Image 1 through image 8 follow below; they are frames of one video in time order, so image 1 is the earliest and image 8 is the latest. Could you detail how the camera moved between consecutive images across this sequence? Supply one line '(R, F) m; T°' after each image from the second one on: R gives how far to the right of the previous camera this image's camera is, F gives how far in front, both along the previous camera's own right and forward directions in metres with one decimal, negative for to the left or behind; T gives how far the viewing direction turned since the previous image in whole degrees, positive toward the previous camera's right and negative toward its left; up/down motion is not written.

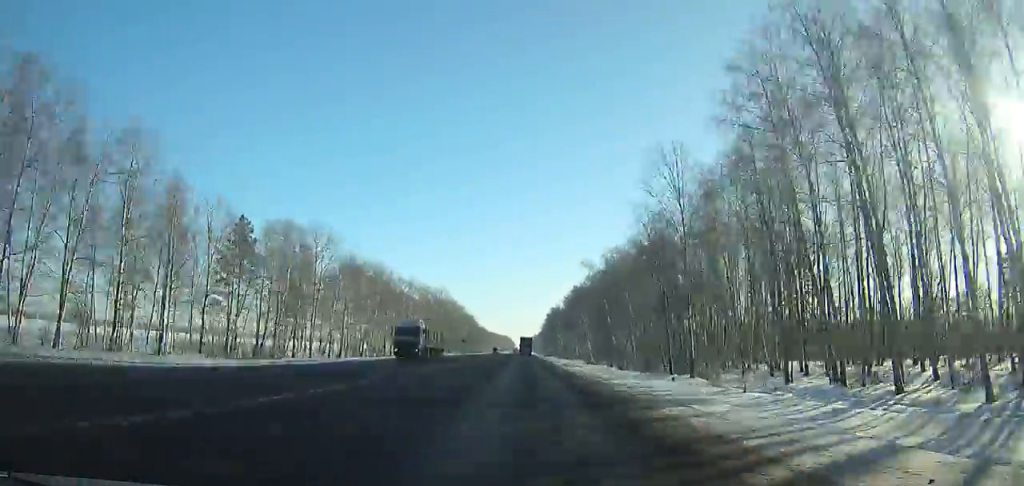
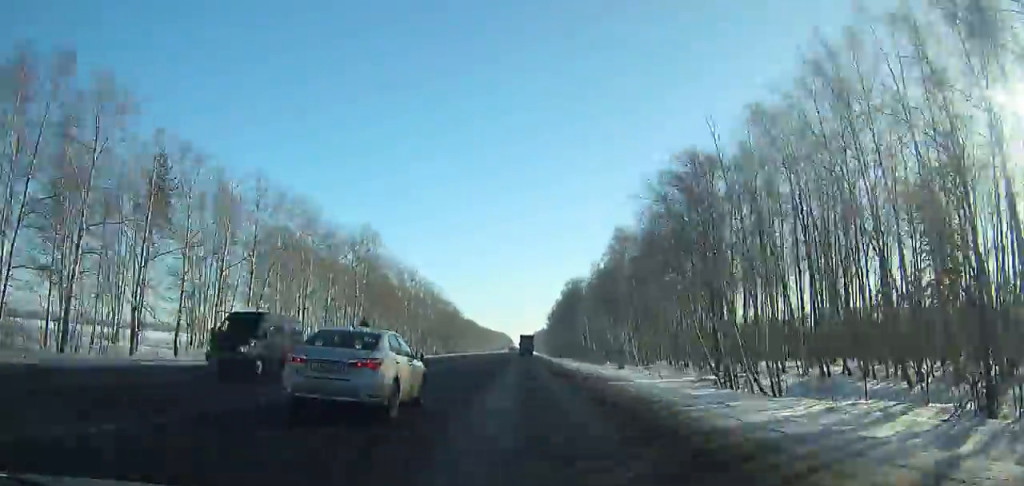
(+0.7, +91.4) m; 0°
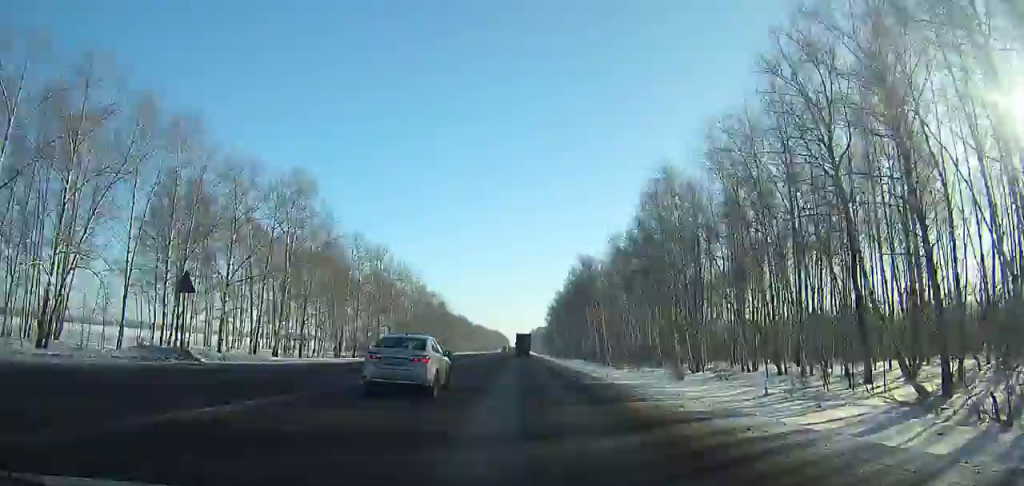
(-0.1, +30.6) m; 0°
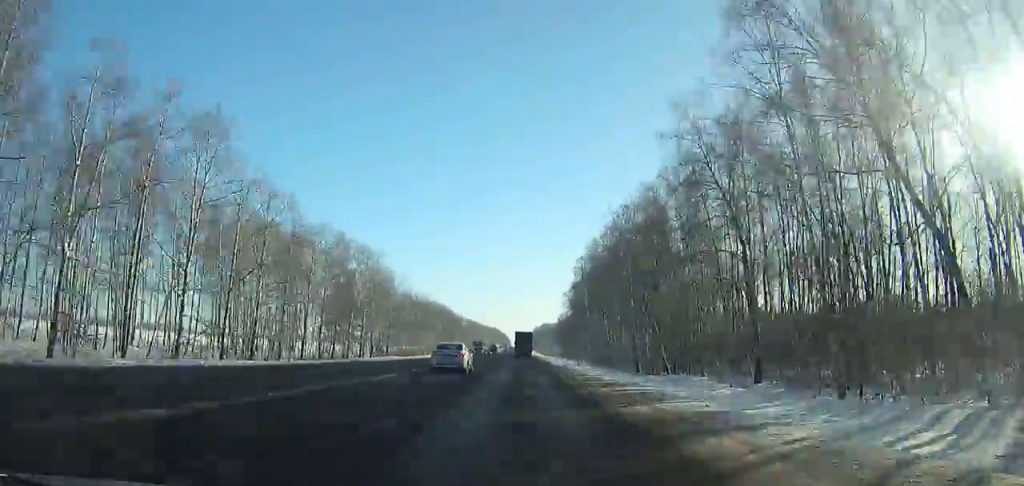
(-0.4, +96.9) m; 0°
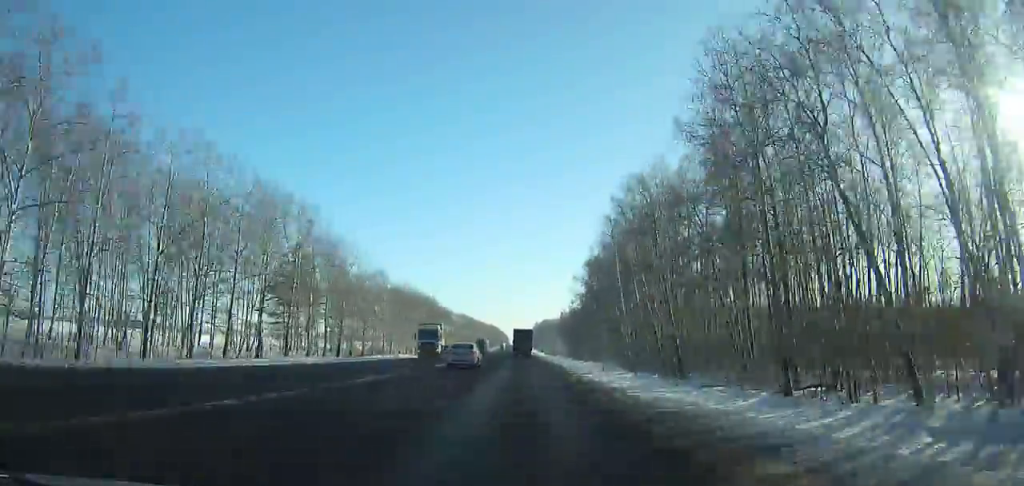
(0.0, +35.7) m; 0°
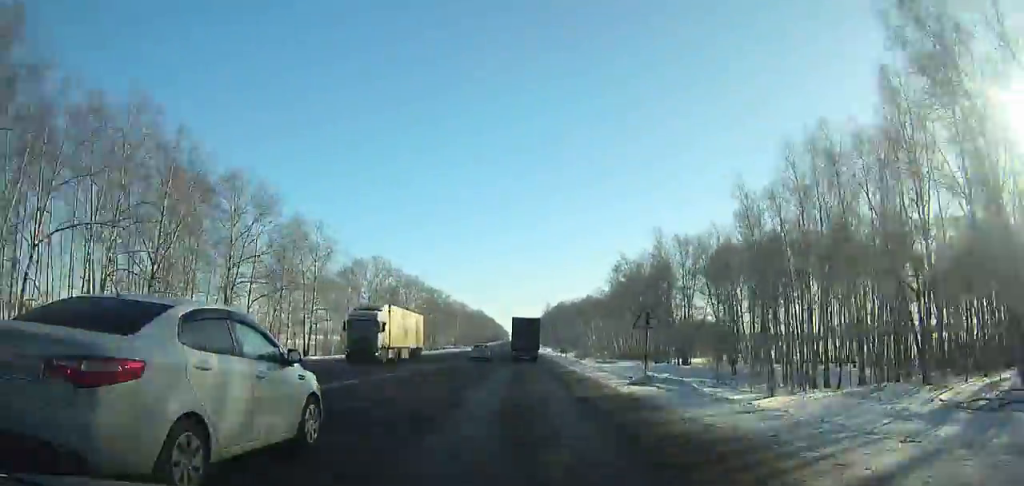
(+0.6, +157.7) m; 0°
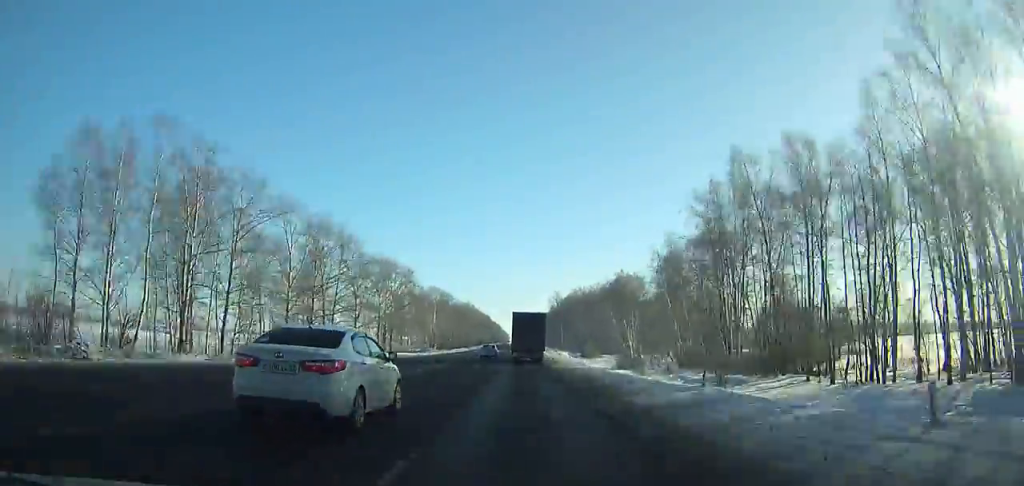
(-0.2, +67.4) m; -1°
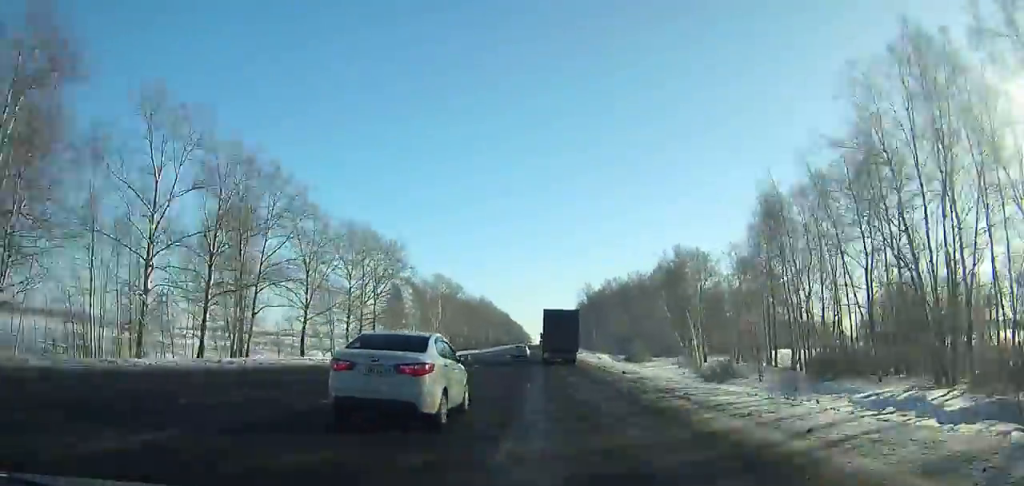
(-0.5, +32.9) m; 0°
